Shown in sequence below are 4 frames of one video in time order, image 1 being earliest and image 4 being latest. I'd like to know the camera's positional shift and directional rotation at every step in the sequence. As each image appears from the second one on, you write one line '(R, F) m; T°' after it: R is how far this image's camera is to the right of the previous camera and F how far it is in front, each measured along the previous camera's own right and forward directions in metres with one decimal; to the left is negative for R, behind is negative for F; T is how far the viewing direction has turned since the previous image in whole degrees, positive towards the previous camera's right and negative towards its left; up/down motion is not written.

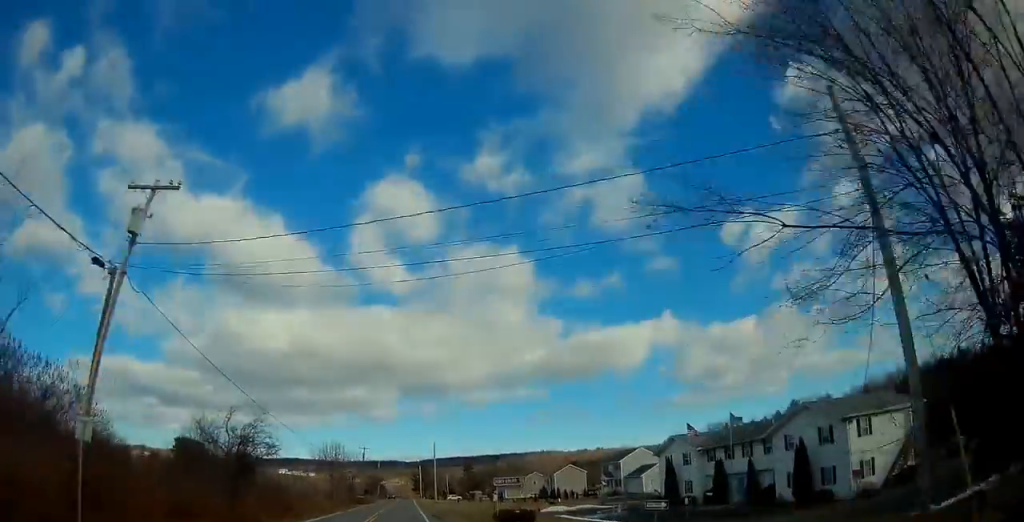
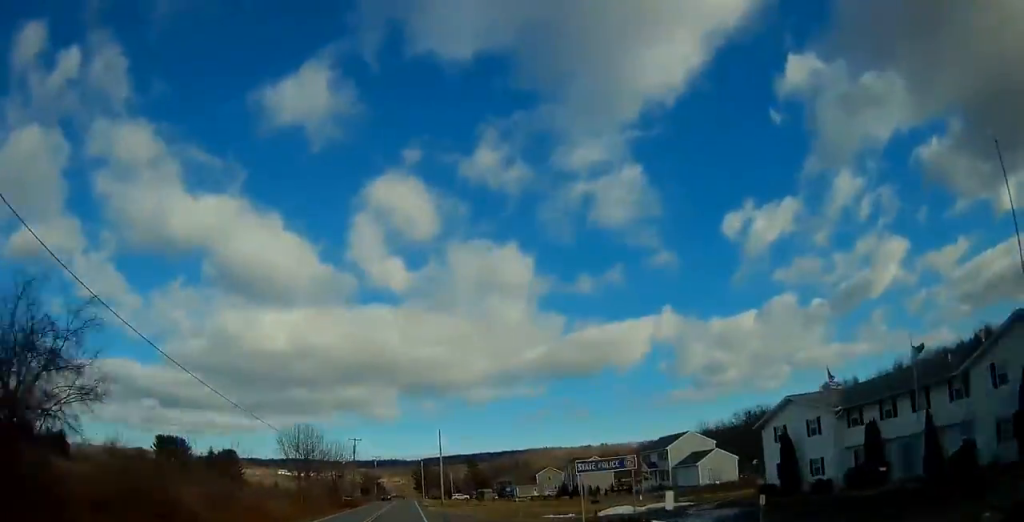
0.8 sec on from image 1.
(0.0, +19.4) m; 0°
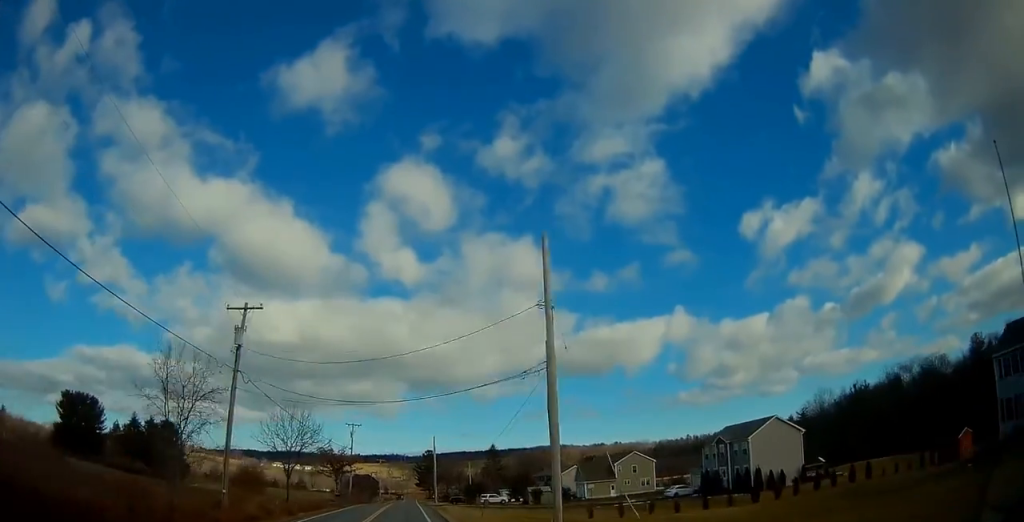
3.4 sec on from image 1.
(0.0, +66.6) m; 0°
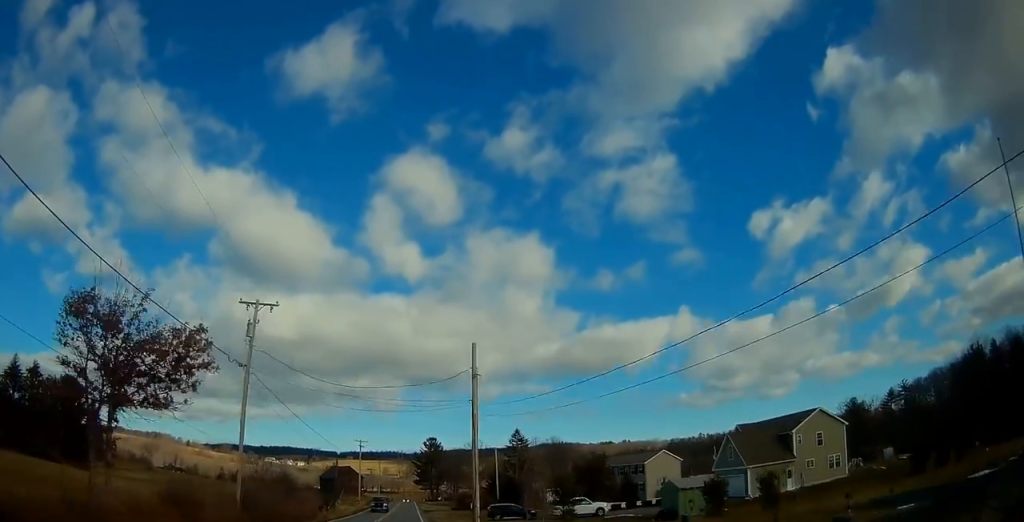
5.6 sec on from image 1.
(0.0, +55.7) m; 0°
